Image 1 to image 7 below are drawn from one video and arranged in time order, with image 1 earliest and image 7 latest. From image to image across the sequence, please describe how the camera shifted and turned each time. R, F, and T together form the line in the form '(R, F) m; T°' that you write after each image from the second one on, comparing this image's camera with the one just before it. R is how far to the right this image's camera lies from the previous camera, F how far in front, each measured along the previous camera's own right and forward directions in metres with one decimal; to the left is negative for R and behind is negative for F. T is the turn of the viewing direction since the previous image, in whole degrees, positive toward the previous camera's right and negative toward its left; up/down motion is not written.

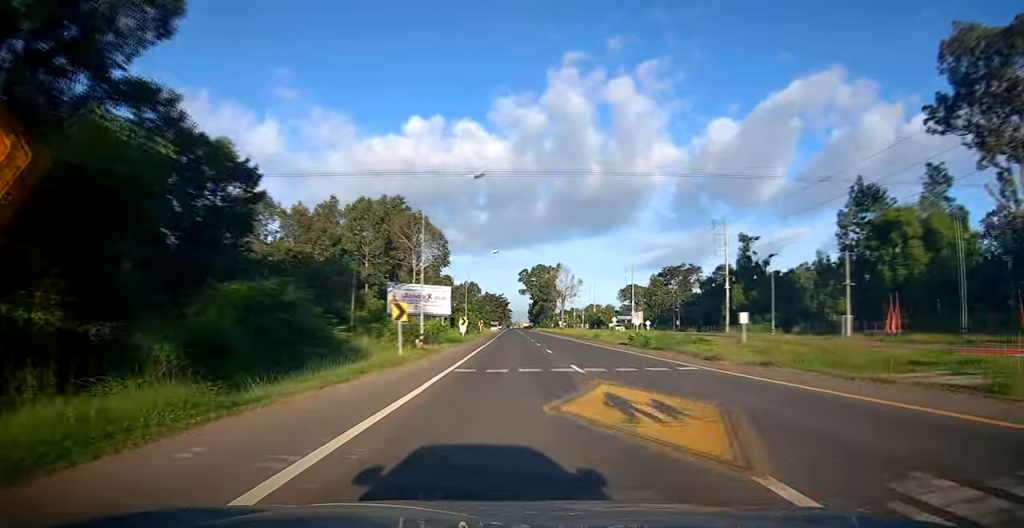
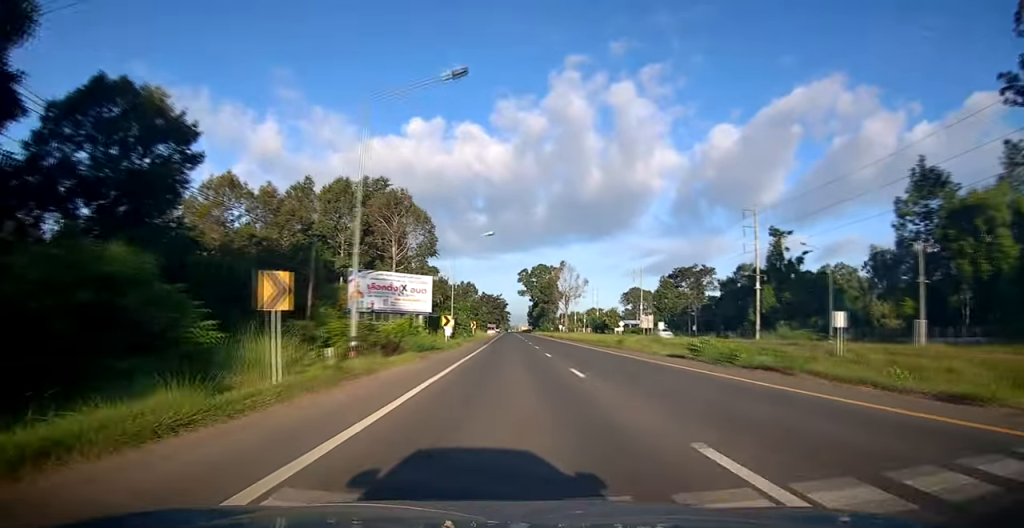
(+0.1, +12.6) m; 0°
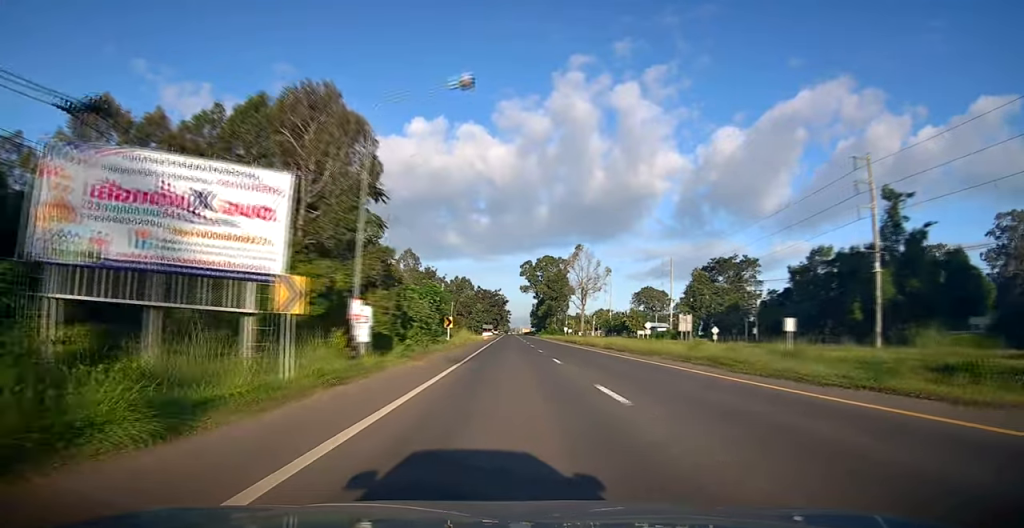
(+0.2, +29.2) m; +1°
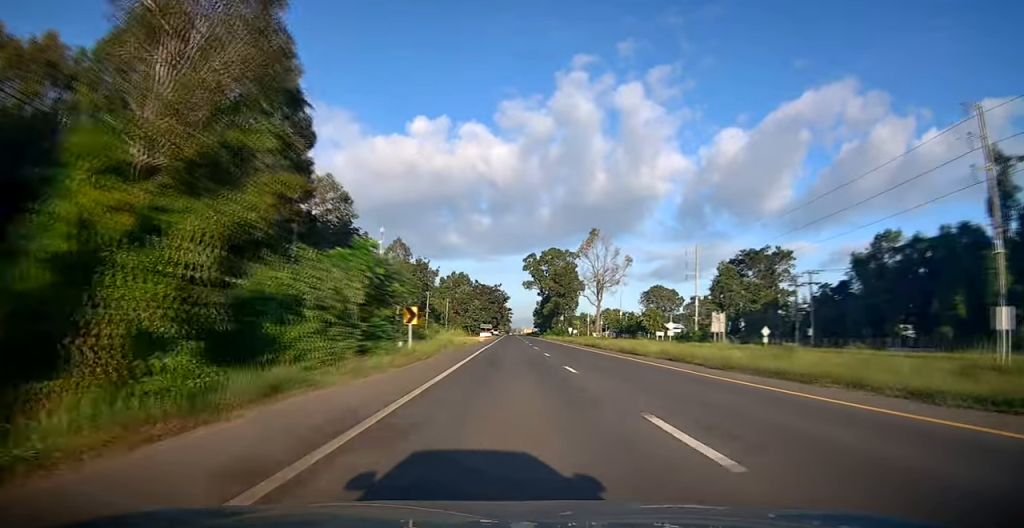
(+0.1, +16.5) m; 0°
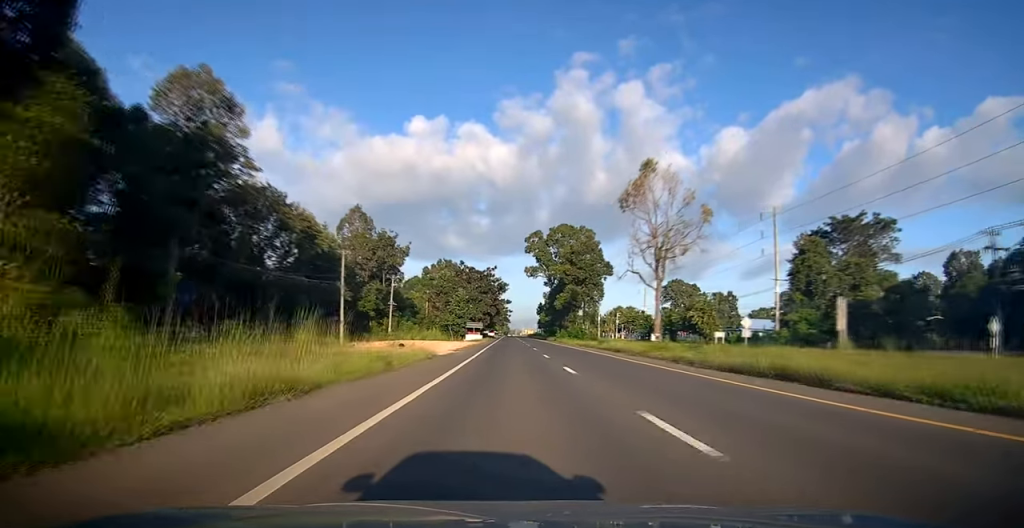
(+0.1, +35.5) m; 0°
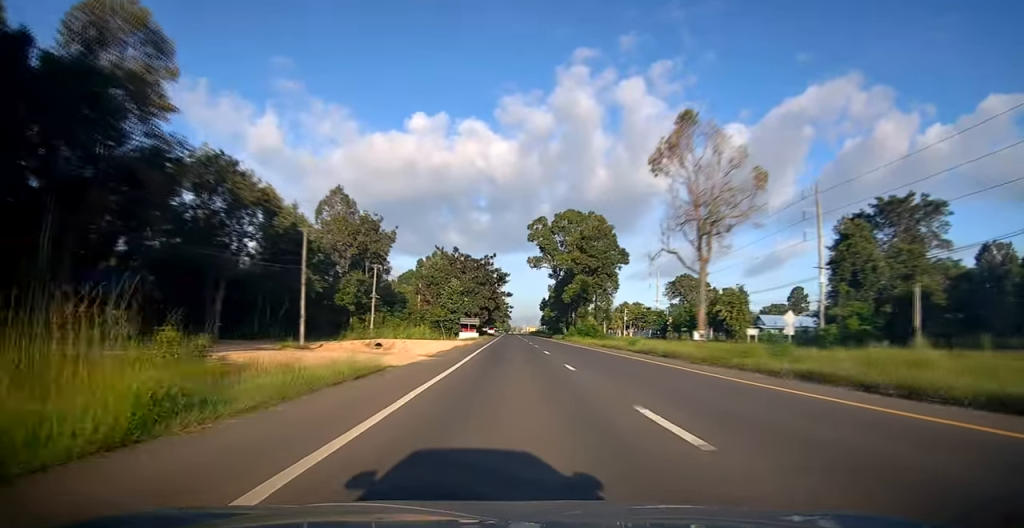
(-0.2, +11.7) m; -1°
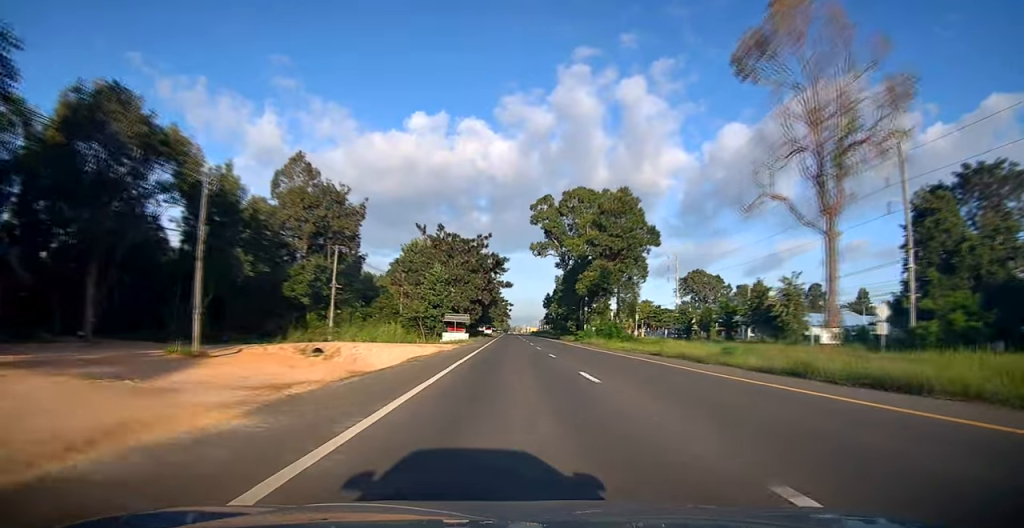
(+0.1, +16.9) m; 0°
